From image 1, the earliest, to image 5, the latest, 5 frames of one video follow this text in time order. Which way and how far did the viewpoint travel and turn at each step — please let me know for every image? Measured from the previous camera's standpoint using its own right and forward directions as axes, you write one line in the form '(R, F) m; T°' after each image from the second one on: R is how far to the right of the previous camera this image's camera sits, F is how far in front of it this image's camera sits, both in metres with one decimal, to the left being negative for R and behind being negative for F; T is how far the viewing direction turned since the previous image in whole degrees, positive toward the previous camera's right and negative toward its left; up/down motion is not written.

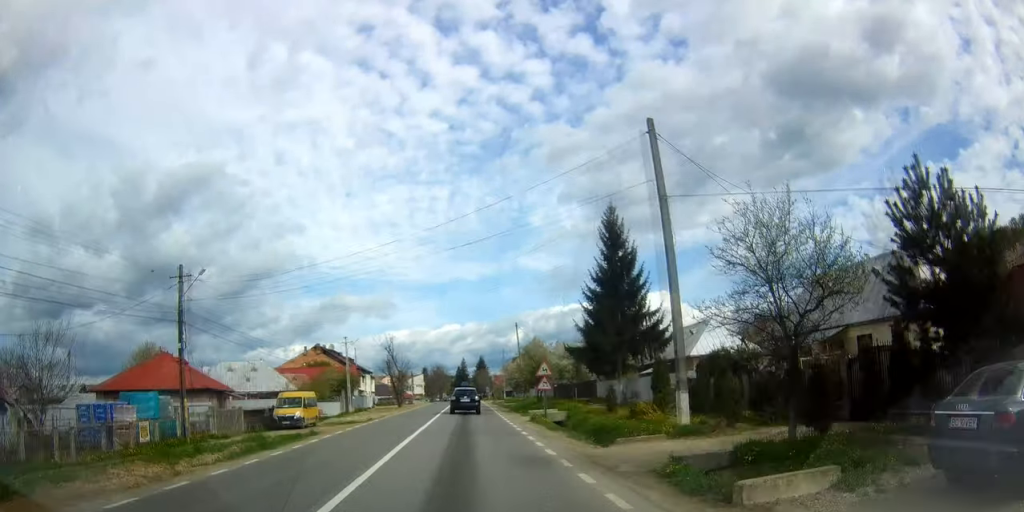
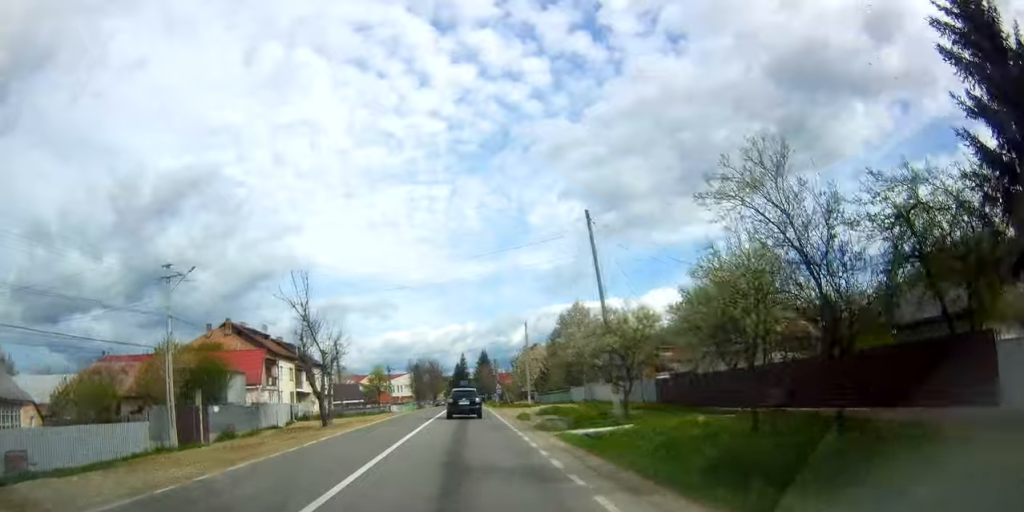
(+0.3, +41.7) m; 0°
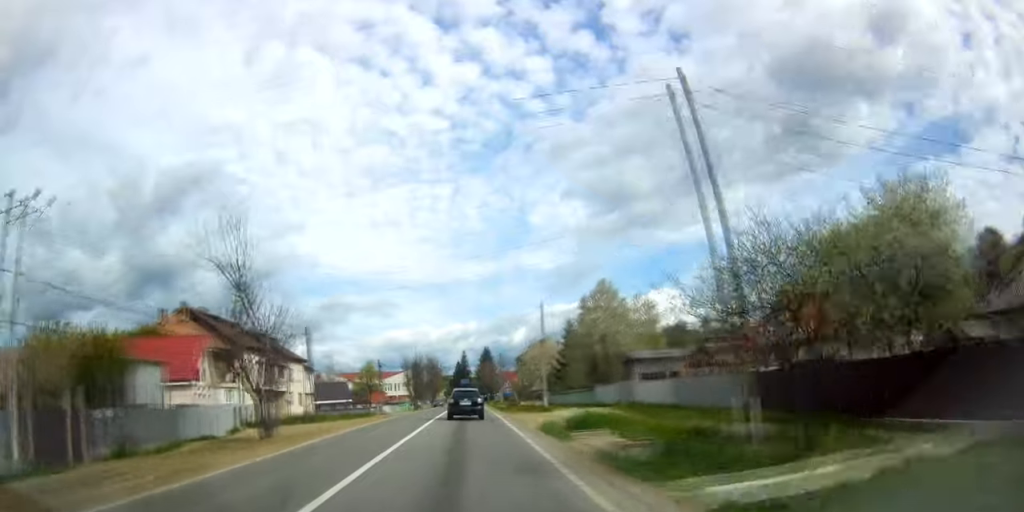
(-0.1, +11.9) m; 0°
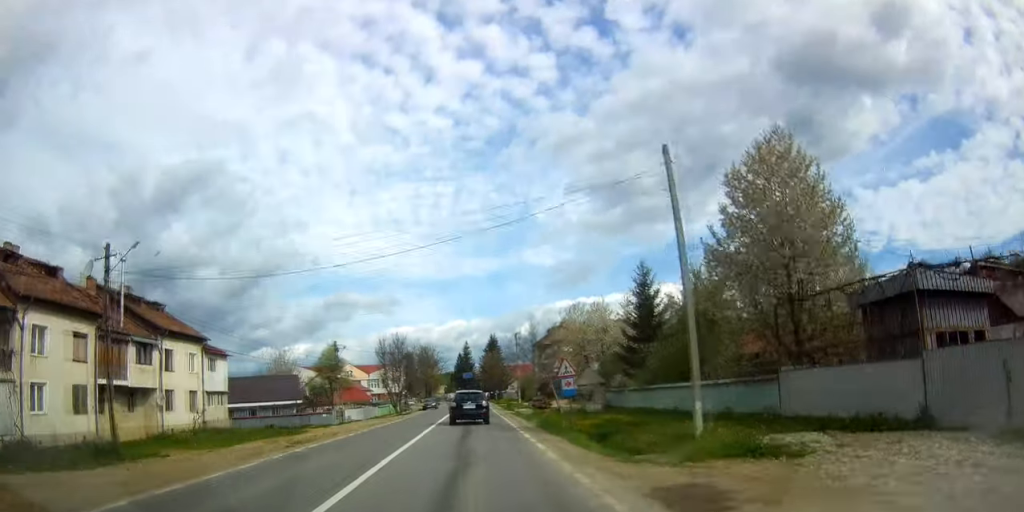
(-0.2, +31.8) m; -1°
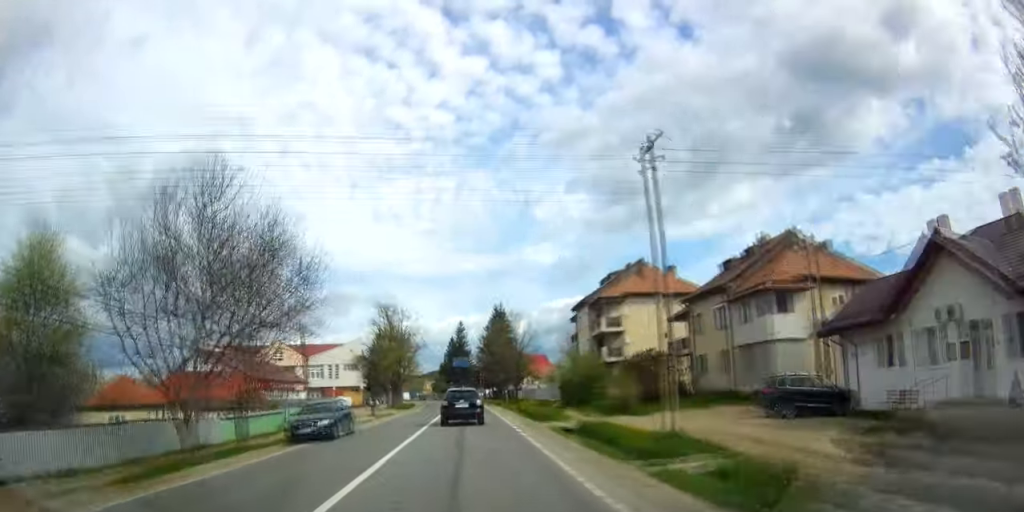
(0.0, +53.7) m; +1°
